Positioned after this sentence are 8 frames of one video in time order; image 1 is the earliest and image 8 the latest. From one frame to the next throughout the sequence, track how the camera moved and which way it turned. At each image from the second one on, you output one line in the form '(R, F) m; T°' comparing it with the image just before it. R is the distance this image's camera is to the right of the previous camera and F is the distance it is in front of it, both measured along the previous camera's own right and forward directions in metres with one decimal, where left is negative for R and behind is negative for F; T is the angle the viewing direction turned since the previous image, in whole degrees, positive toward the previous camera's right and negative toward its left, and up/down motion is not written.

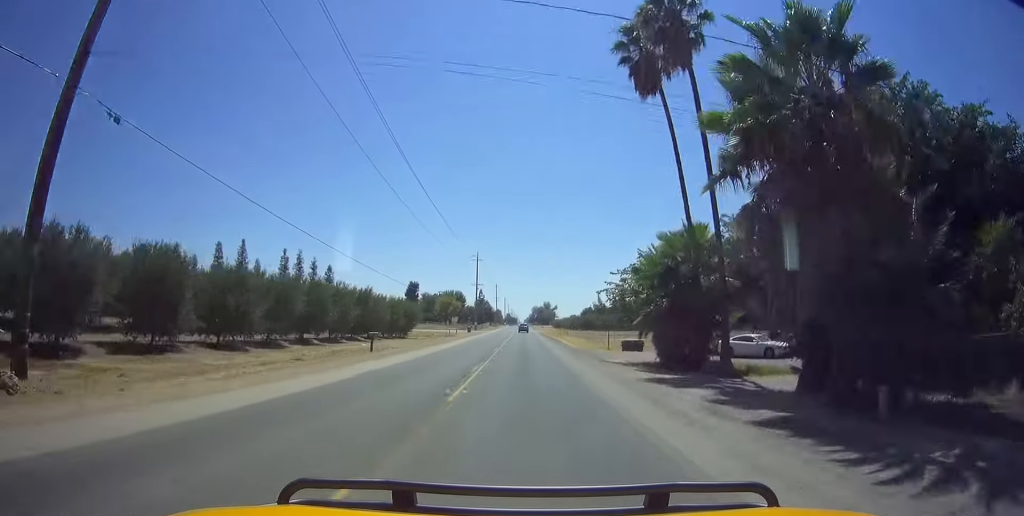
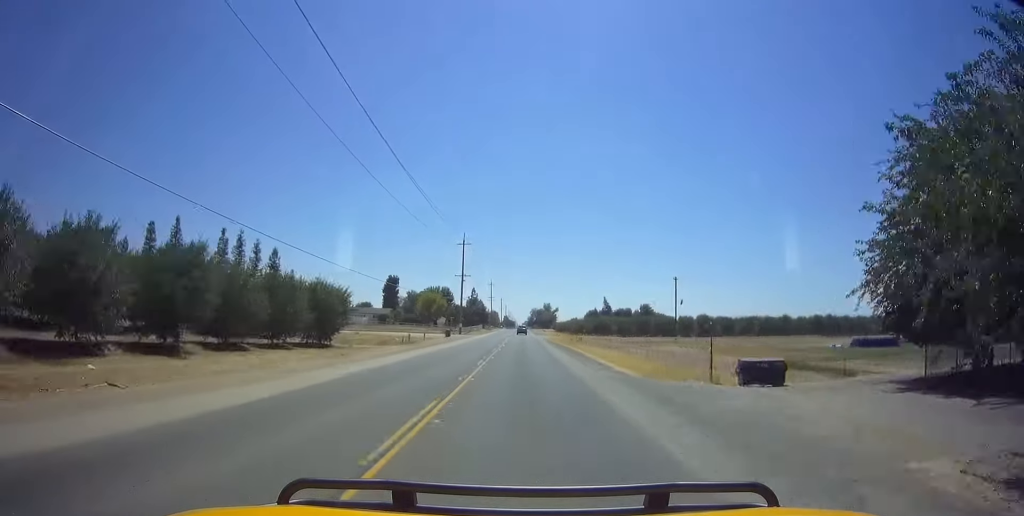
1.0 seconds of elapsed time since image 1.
(0.0, +26.6) m; 0°
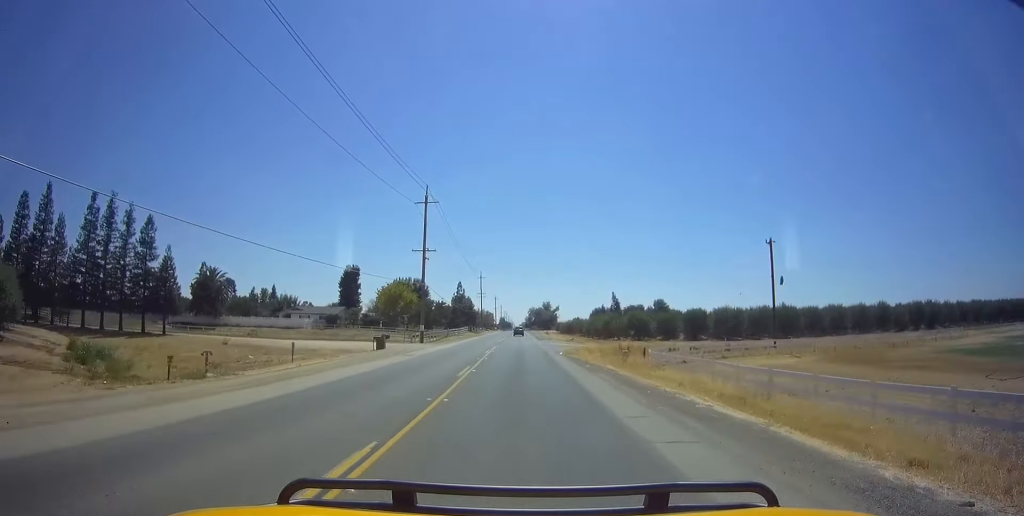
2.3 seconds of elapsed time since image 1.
(0.0, +33.6) m; 0°
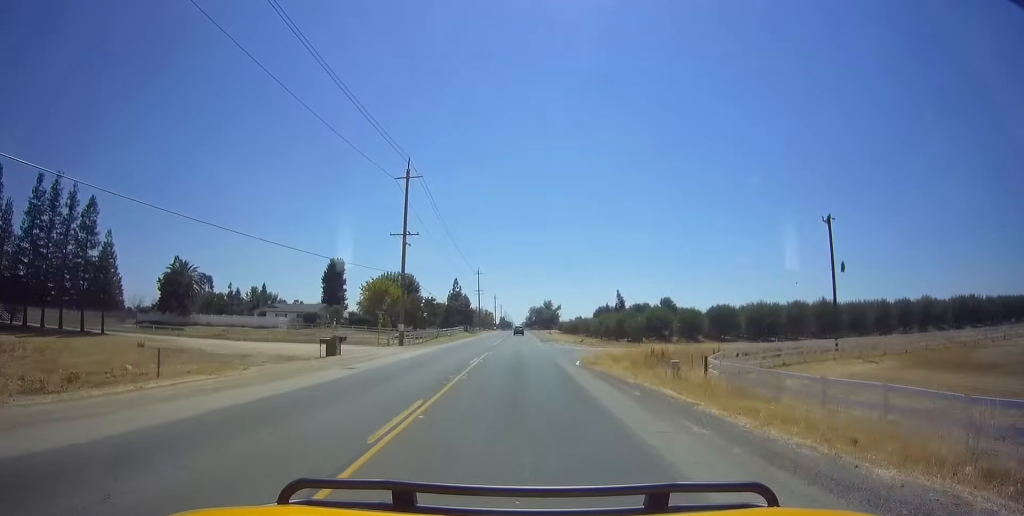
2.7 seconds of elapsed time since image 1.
(0.0, +10.3) m; 0°
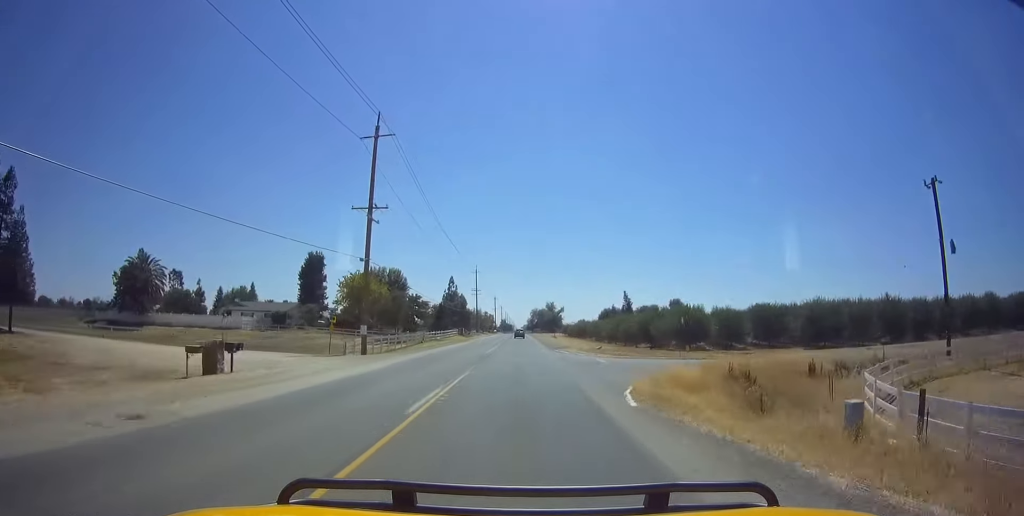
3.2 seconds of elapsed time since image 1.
(0.0, +12.1) m; 0°
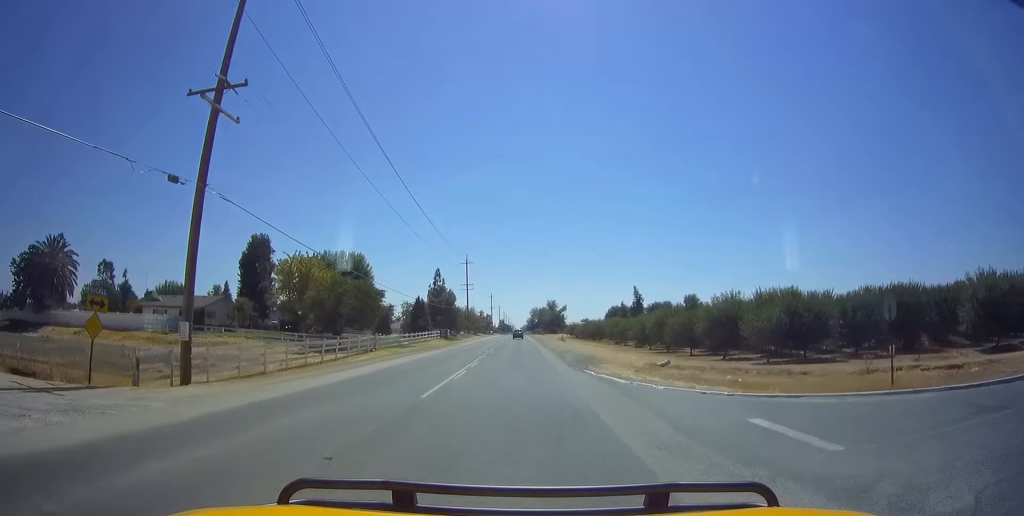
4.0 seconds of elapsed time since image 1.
(0.0, +20.7) m; 0°
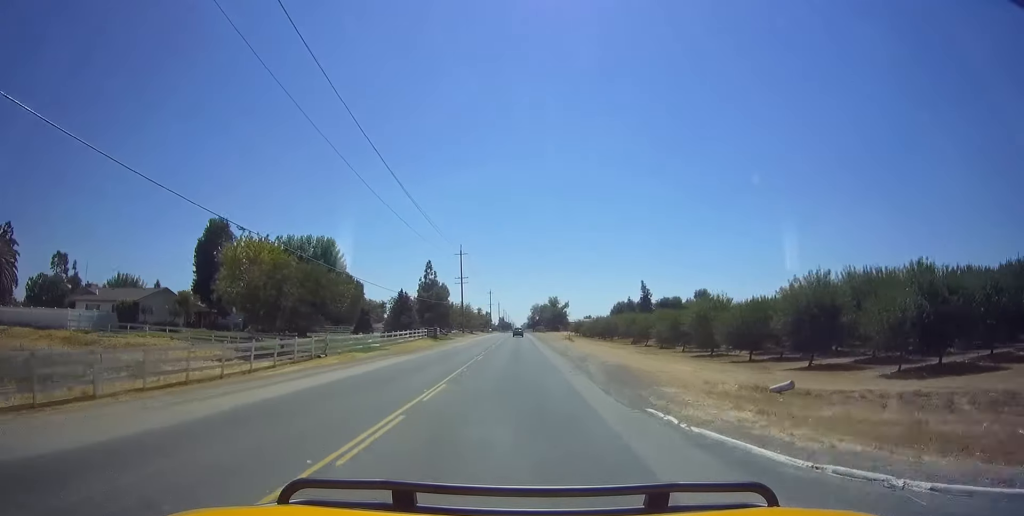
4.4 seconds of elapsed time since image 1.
(0.0, +11.3) m; 0°
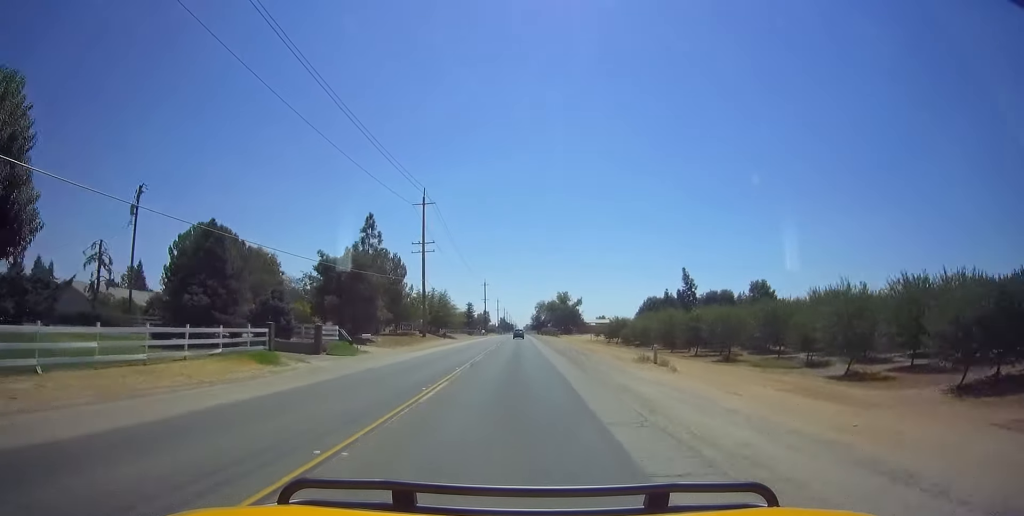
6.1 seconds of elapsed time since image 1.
(0.0, +43.7) m; 0°
